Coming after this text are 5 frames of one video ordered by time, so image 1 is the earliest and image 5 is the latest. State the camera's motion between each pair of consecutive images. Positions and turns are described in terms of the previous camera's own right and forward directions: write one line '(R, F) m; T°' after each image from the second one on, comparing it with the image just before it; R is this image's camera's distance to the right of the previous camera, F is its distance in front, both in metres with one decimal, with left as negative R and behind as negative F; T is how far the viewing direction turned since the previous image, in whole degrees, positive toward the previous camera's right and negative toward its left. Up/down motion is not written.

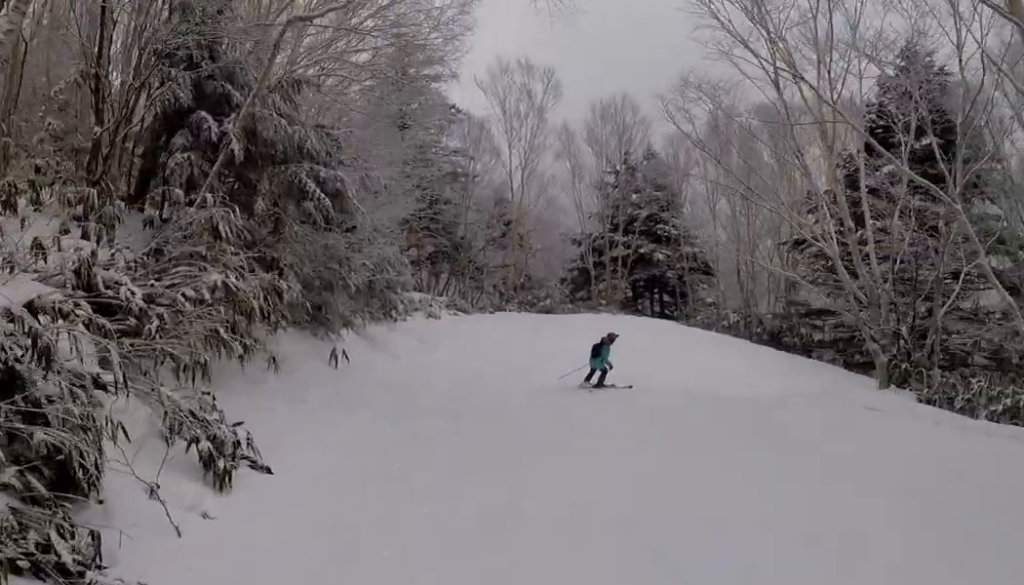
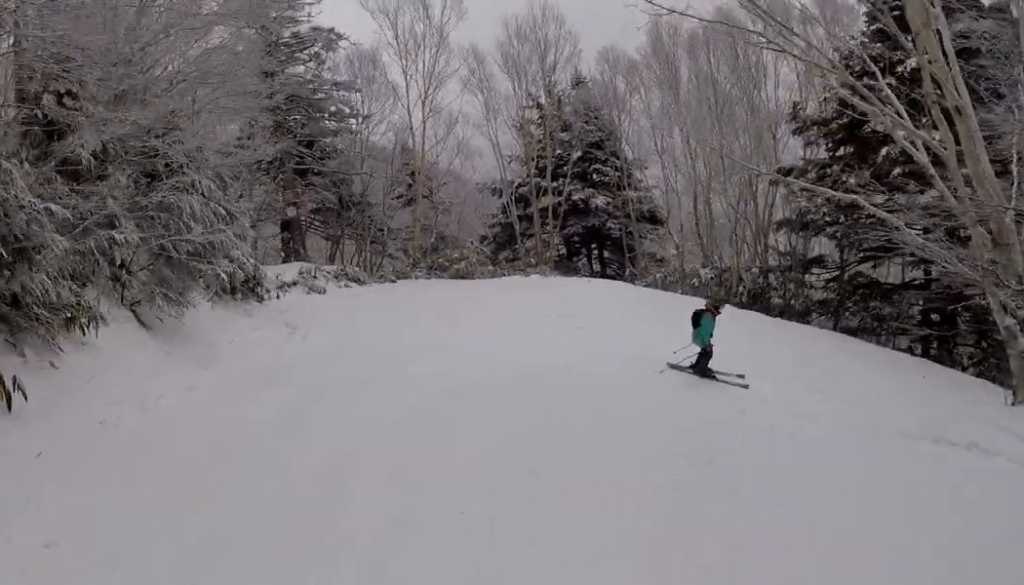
(0.0, +5.6) m; 0°
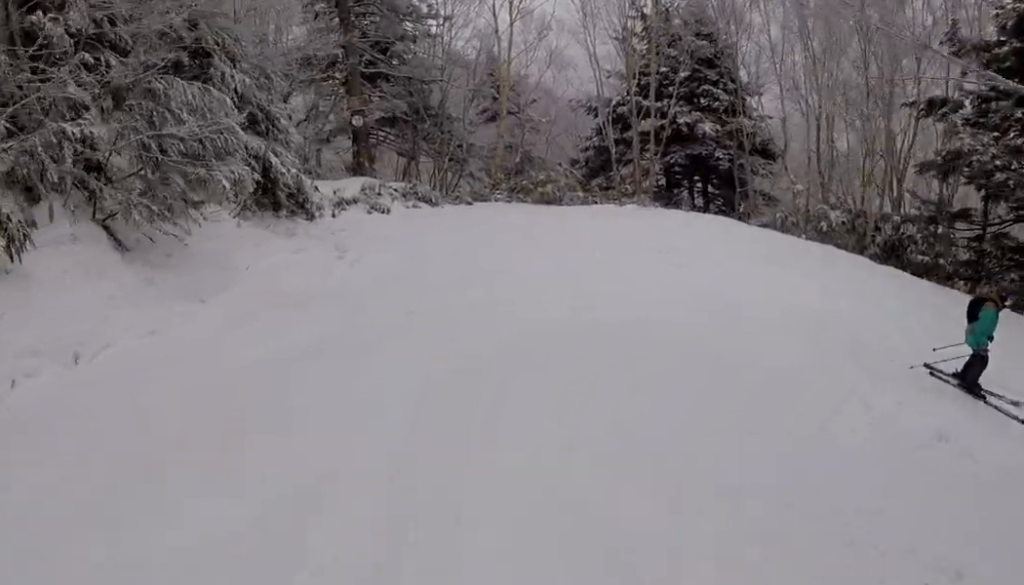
(0.0, +2.2) m; +8°
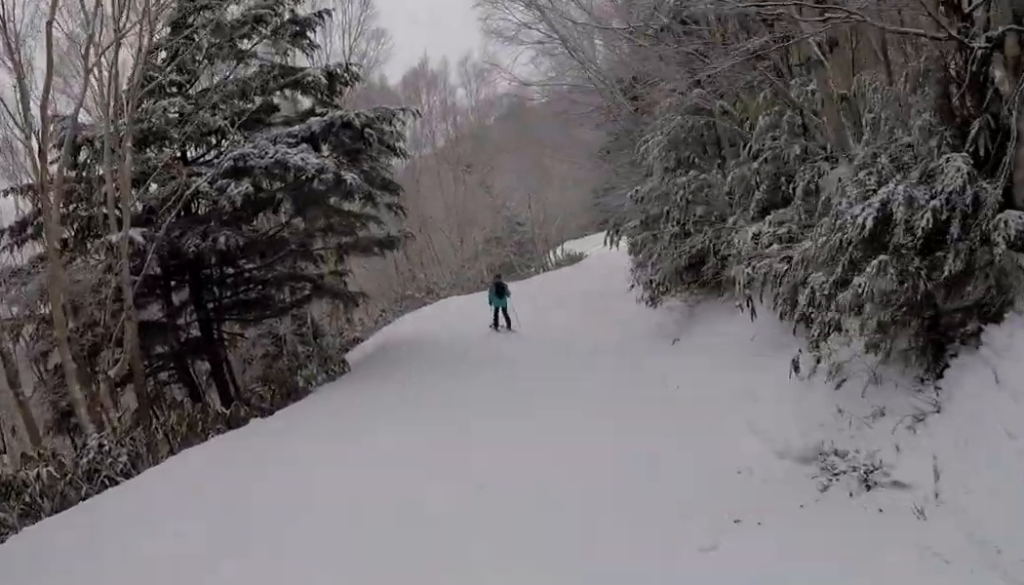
(+10.1, +3.4) m; +130°
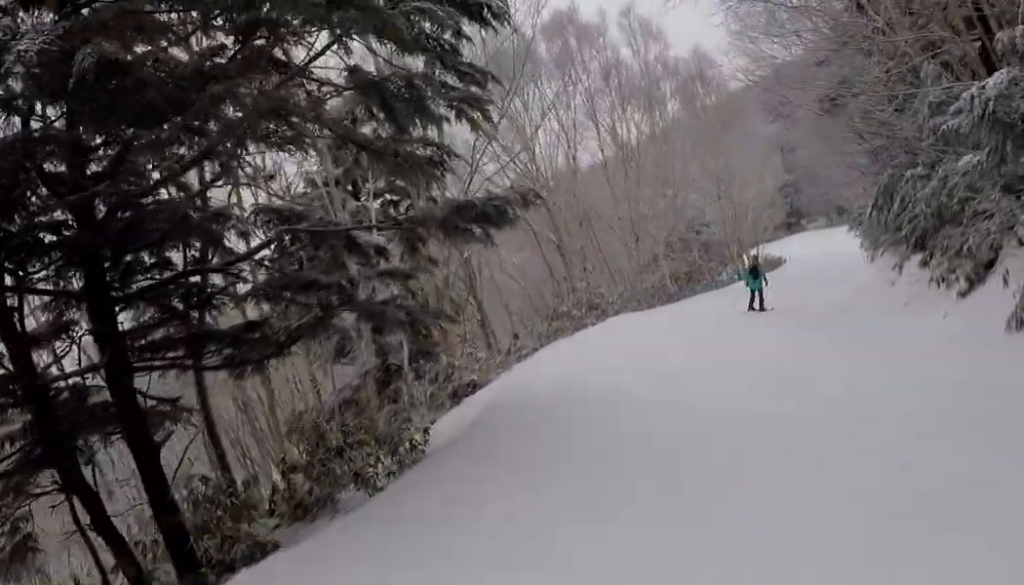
(+2.7, +9.7) m; +21°
